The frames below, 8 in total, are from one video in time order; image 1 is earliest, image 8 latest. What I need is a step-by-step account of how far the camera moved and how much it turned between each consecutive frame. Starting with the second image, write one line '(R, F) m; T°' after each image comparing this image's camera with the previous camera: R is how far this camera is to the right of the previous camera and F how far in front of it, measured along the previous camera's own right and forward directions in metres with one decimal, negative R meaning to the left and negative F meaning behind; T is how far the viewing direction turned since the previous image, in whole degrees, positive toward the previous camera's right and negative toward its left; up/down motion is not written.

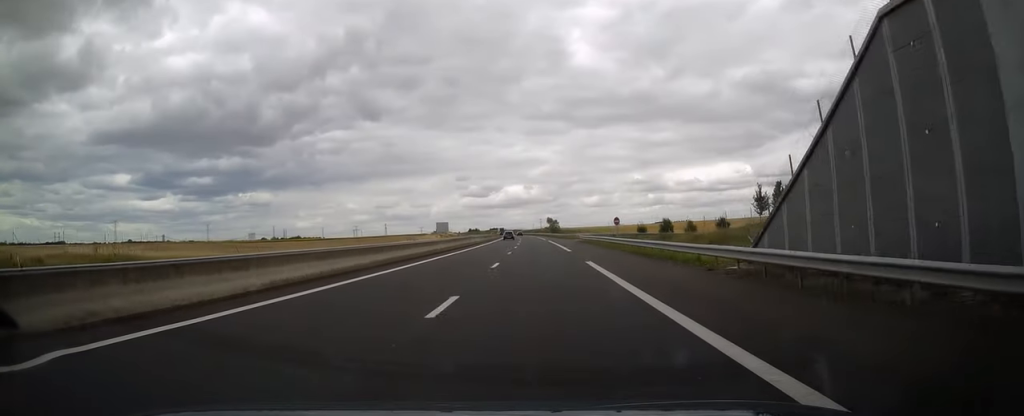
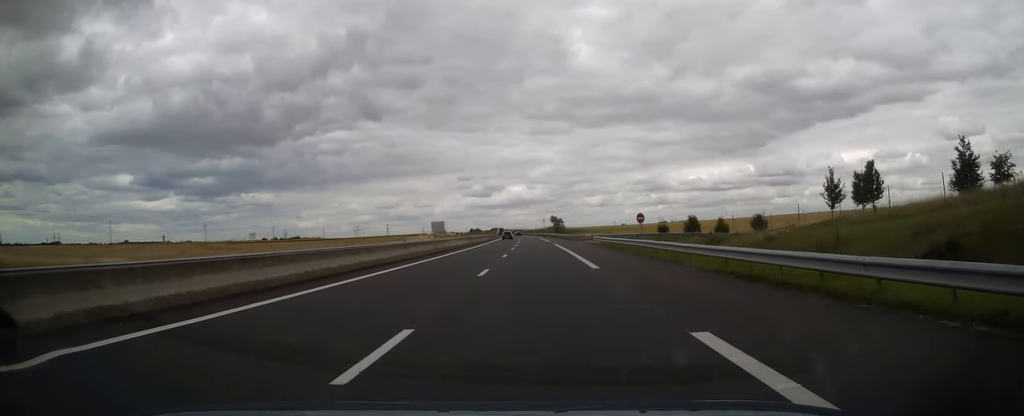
(+0.1, +17.1) m; -1°
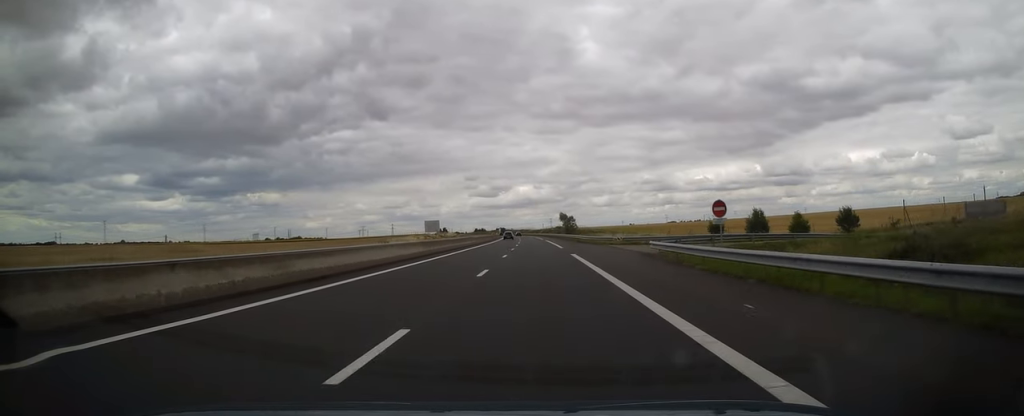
(-0.5, +25.8) m; -1°
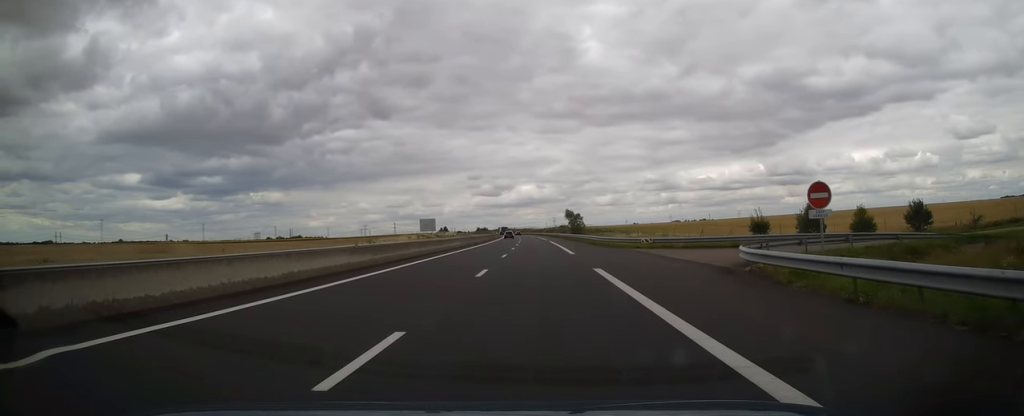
(-0.2, +13.2) m; 0°
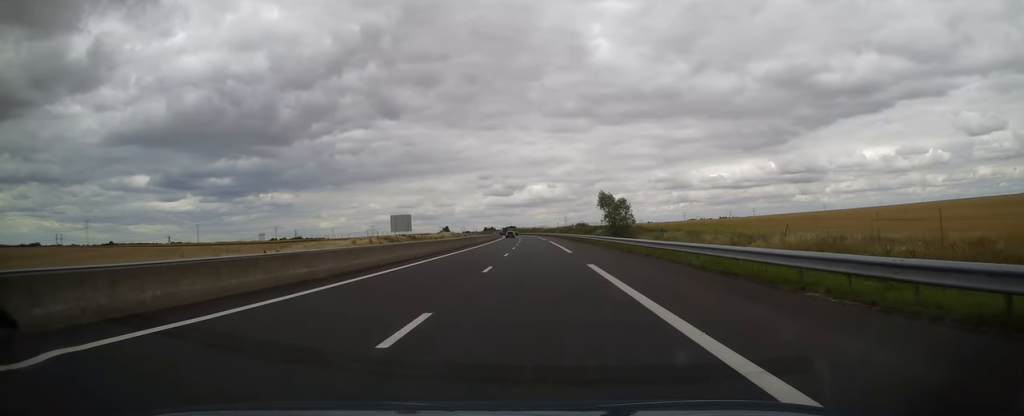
(0.0, +49.6) m; -1°
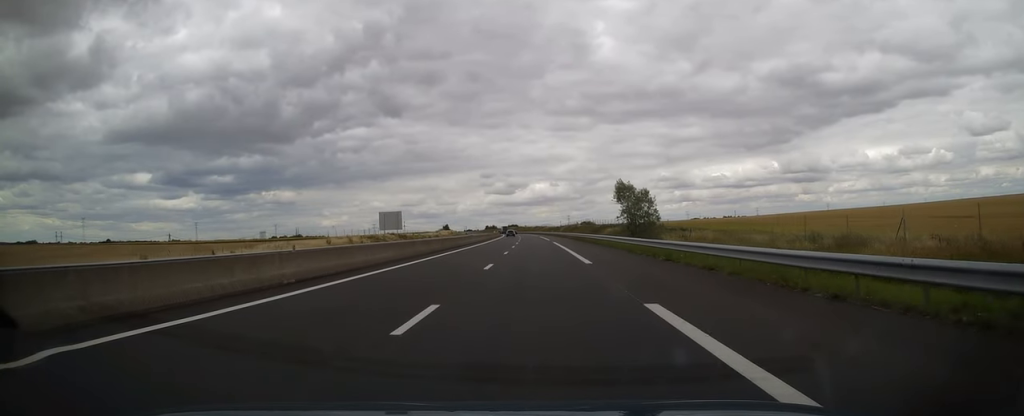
(-0.1, +12.2) m; 0°
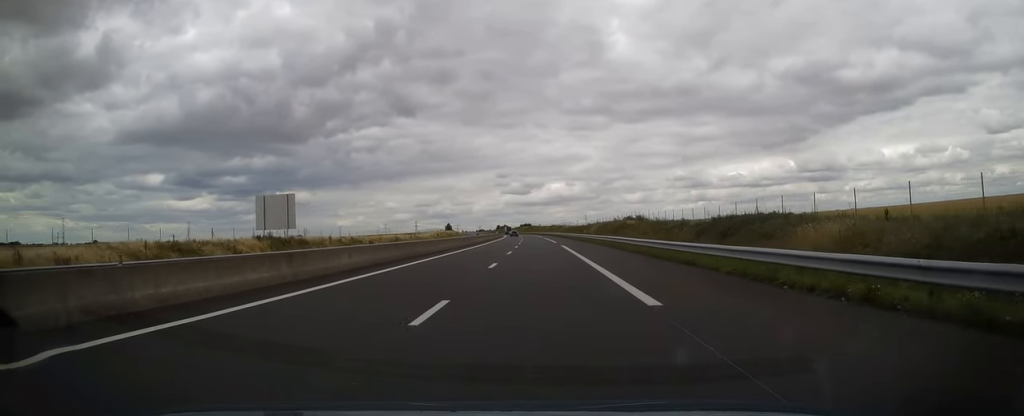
(-0.3, +63.8) m; -1°
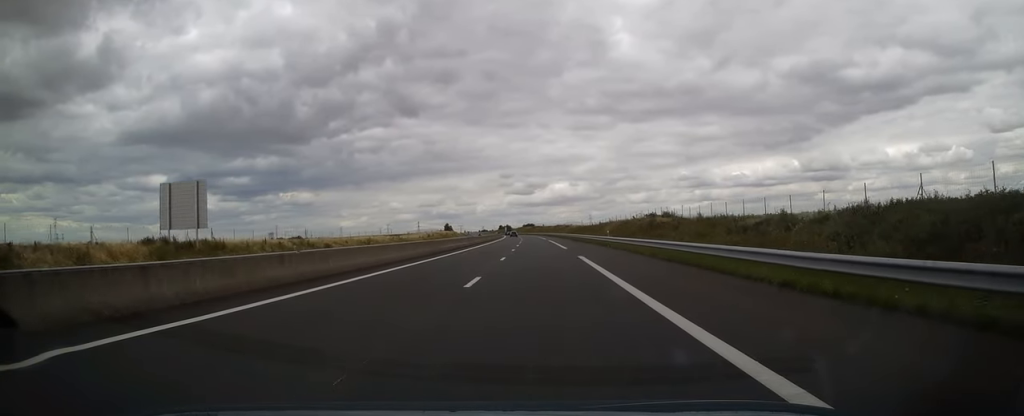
(-0.2, +20.0) m; -1°
